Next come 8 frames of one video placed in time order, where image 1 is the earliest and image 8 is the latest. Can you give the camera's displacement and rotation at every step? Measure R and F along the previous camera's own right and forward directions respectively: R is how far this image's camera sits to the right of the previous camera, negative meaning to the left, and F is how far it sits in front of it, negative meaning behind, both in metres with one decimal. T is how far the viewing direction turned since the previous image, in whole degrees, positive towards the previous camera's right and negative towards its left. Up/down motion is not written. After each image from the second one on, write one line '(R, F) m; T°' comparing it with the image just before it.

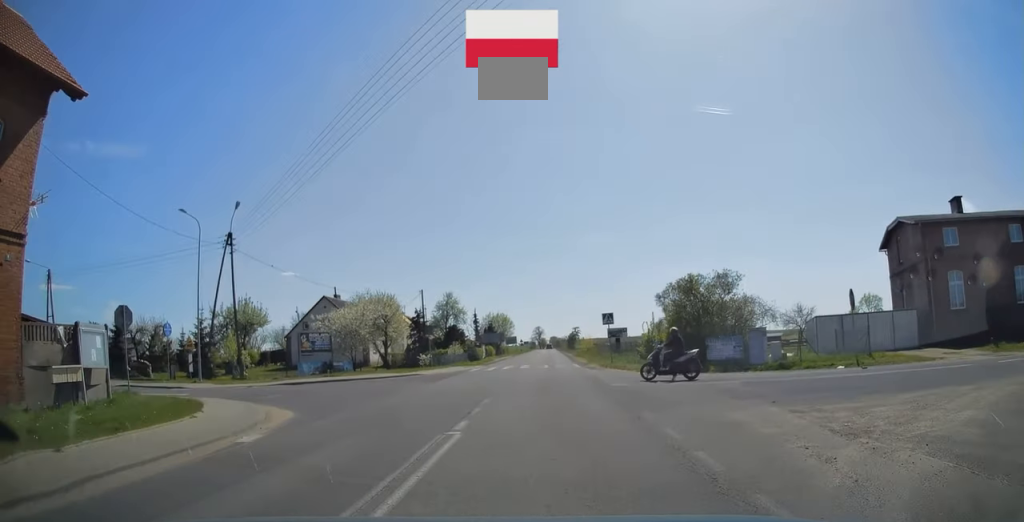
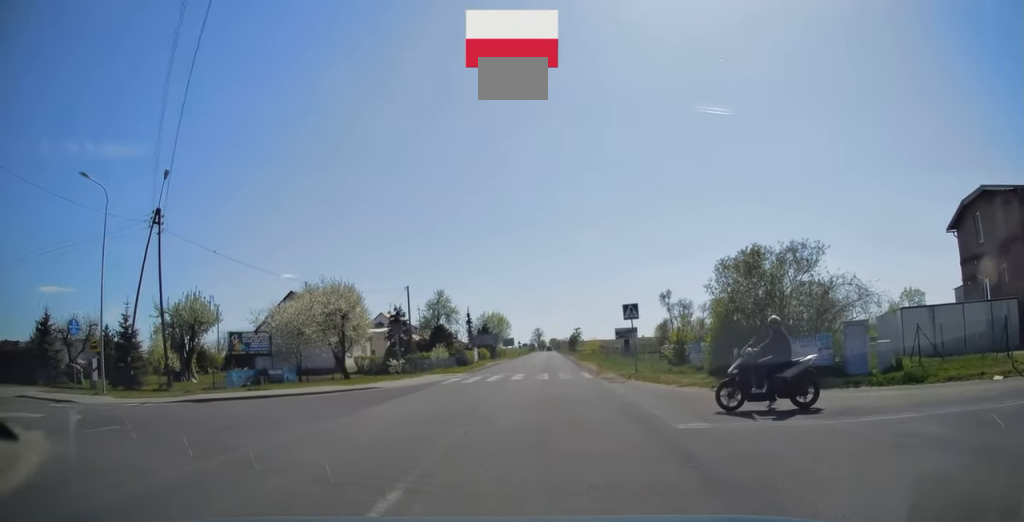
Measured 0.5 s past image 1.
(0.0, +8.6) m; 0°
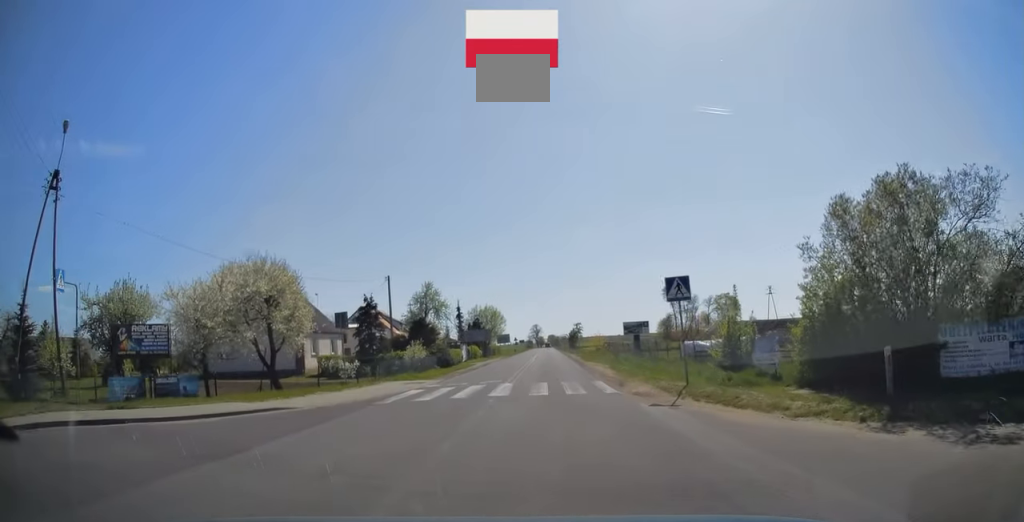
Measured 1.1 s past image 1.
(0.0, +8.6) m; 0°
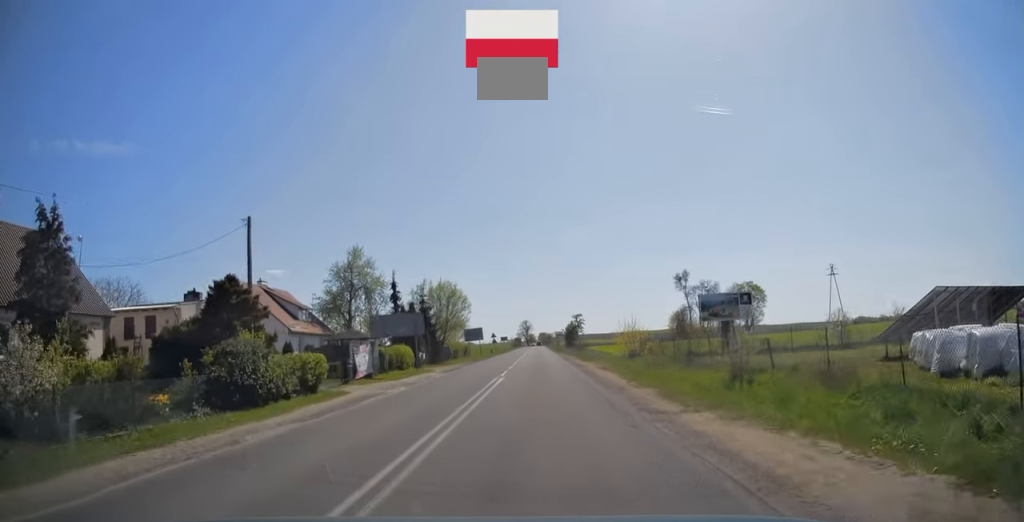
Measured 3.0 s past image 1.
(+0.1, +32.0) m; +1°
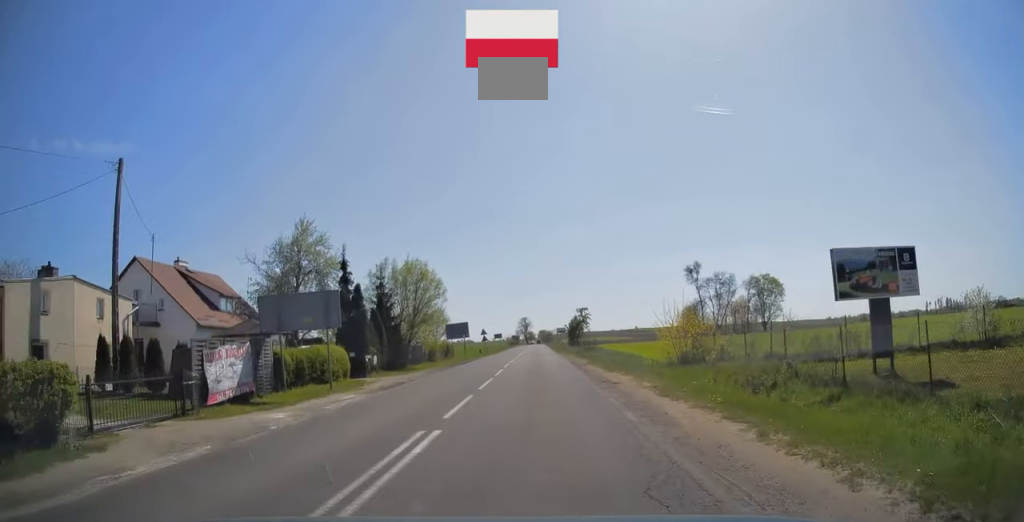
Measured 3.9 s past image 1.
(+0.1, +13.4) m; 0°
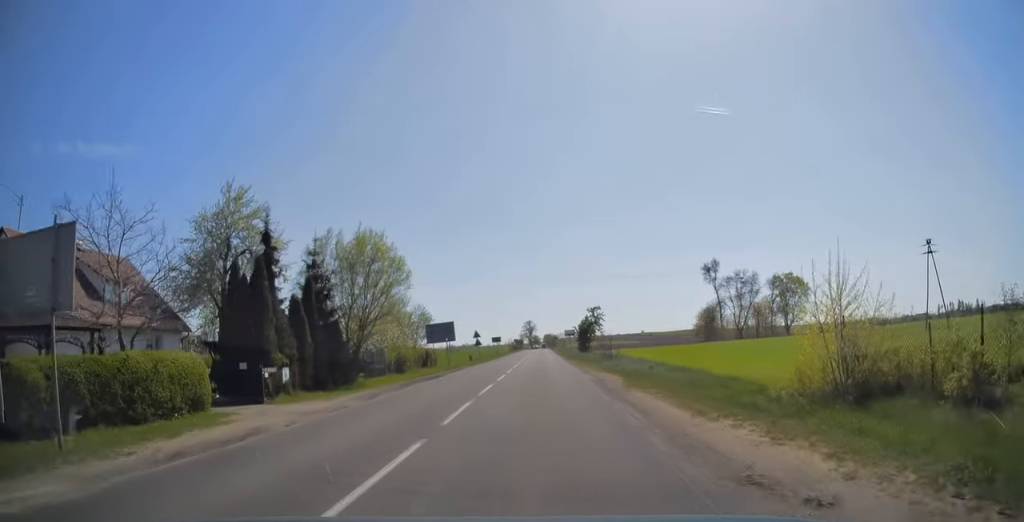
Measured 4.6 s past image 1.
(-0.1, +12.4) m; 0°
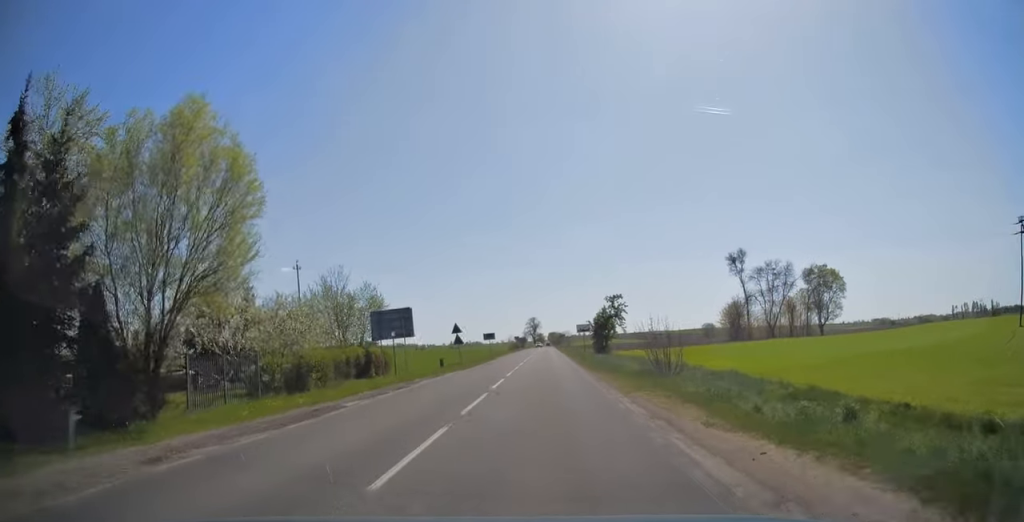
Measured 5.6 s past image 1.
(-0.1, +16.6) m; 0°
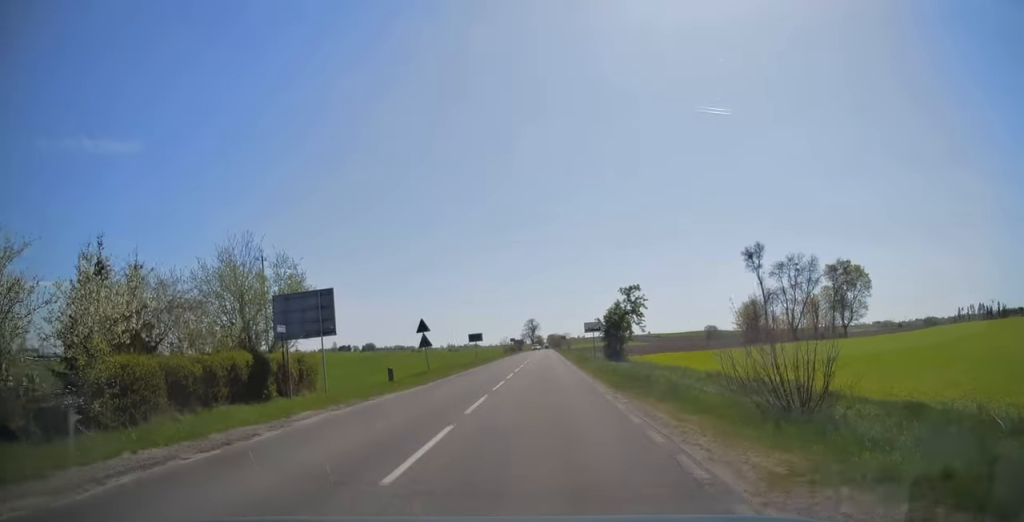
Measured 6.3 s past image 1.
(+0.2, +11.7) m; 0°
